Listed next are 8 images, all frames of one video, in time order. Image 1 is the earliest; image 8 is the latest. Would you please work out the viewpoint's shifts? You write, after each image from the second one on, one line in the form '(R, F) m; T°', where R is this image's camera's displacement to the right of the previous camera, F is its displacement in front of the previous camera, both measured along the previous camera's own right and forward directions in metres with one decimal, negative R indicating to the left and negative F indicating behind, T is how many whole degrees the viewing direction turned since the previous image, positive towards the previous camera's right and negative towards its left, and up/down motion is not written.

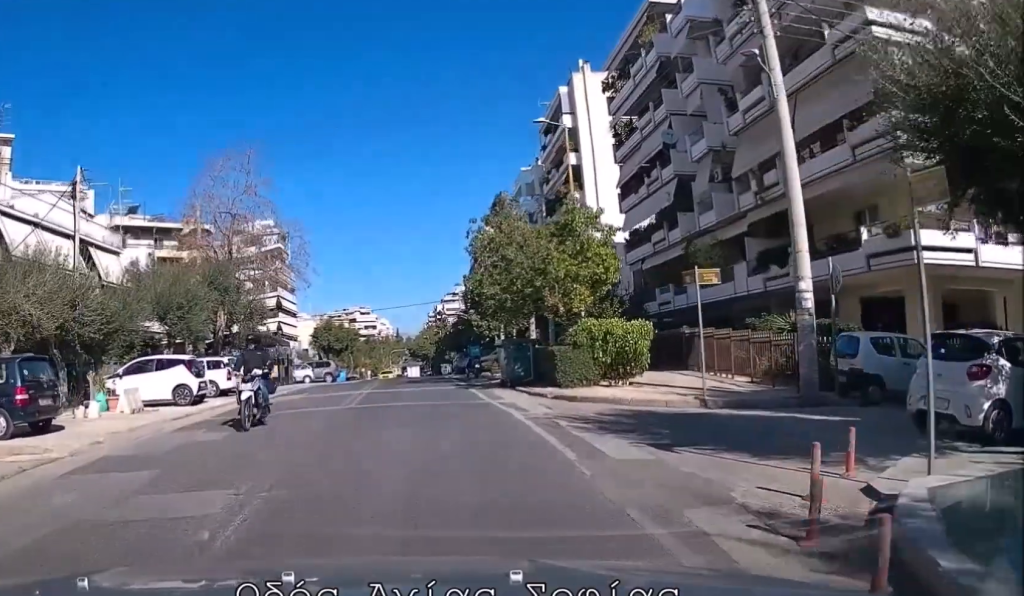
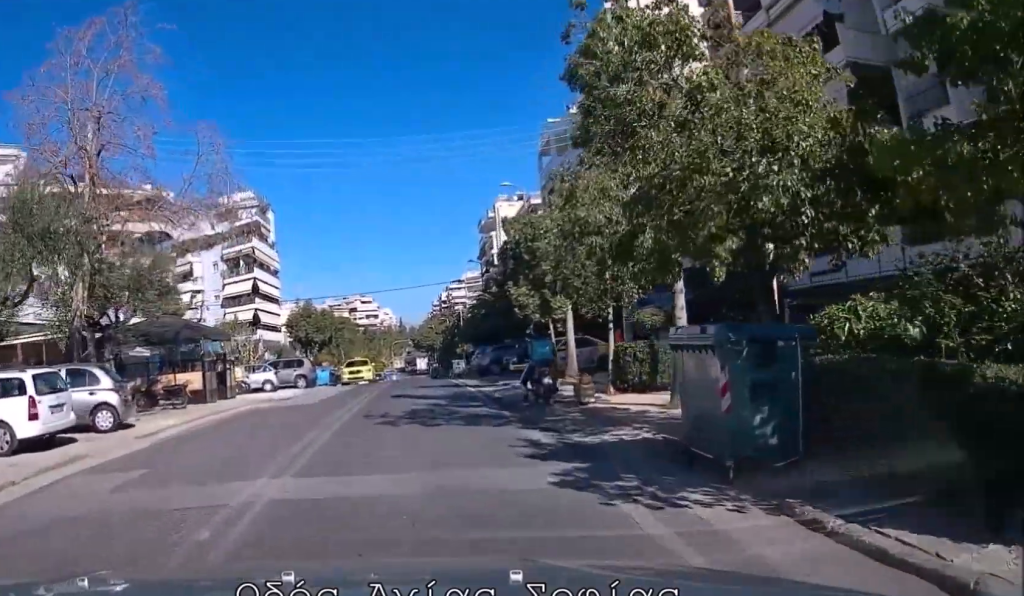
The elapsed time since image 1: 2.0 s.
(-0.2, +14.5) m; -2°
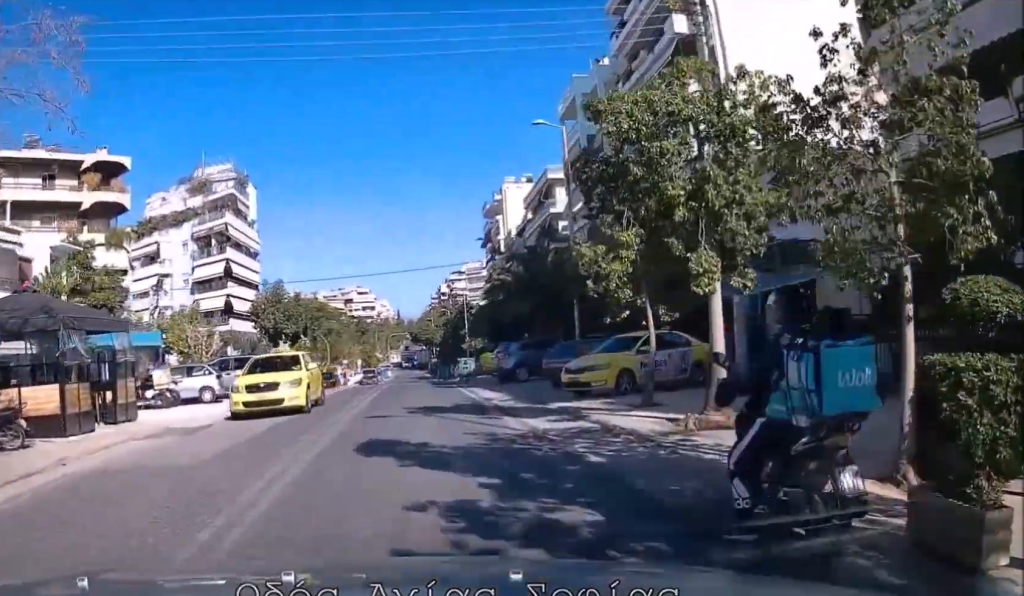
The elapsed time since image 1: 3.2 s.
(-0.1, +10.2) m; 0°
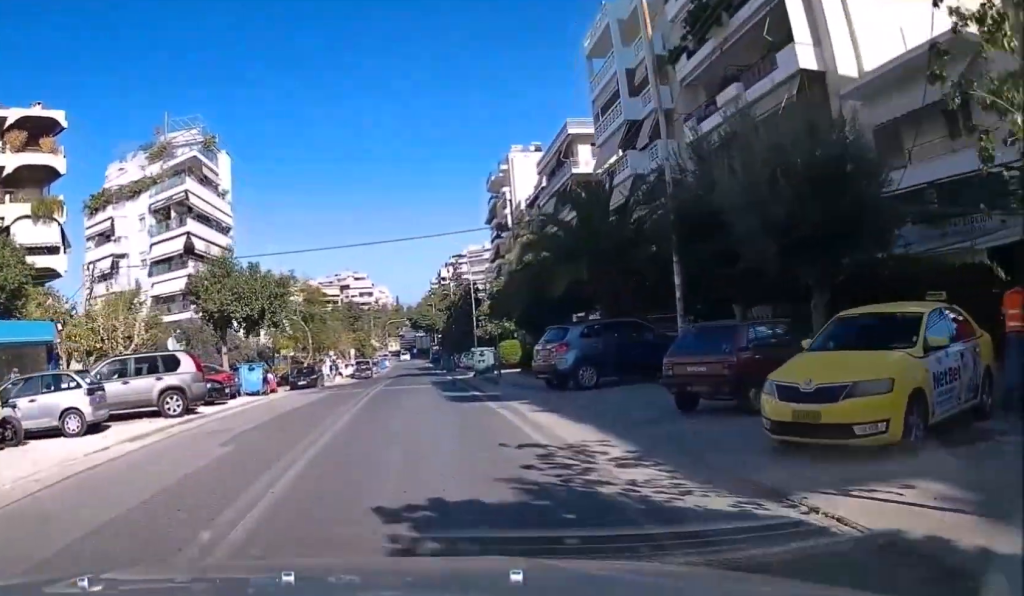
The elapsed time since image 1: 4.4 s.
(-0.1, +10.8) m; 0°
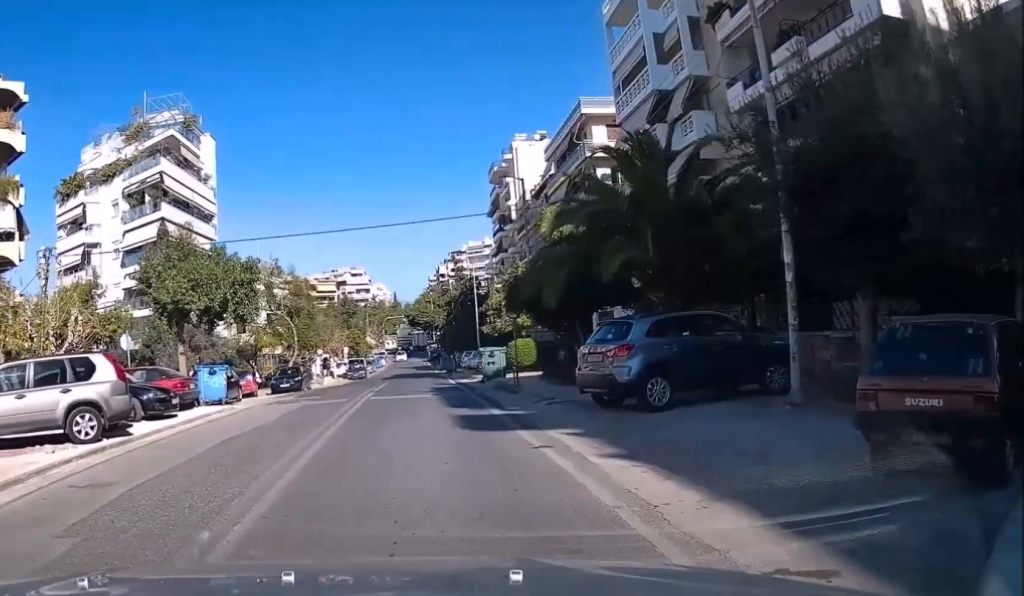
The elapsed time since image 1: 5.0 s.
(0.0, +5.2) m; +1°
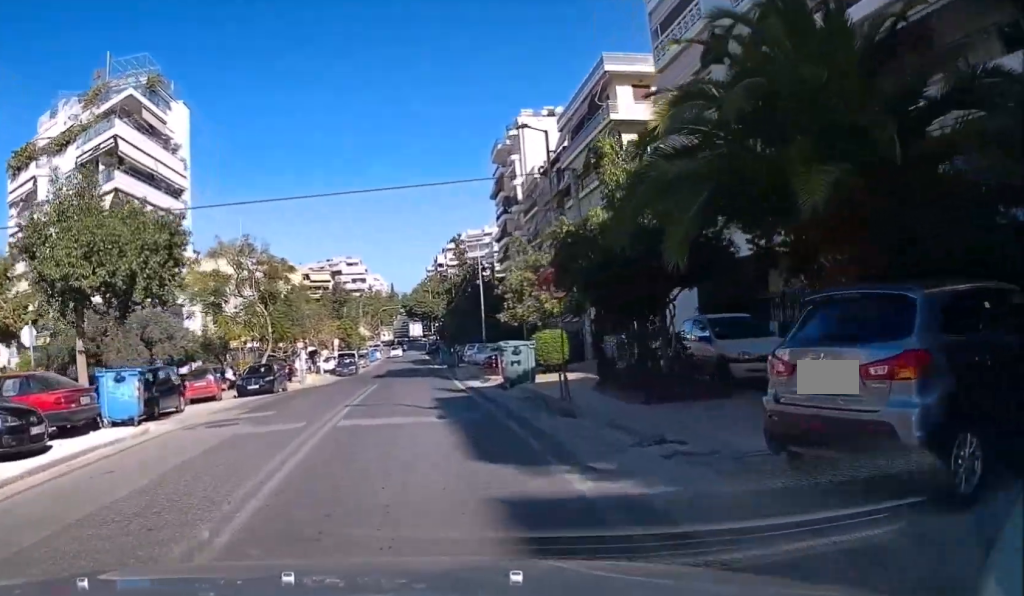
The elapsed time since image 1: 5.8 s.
(+0.1, +7.2) m; +1°
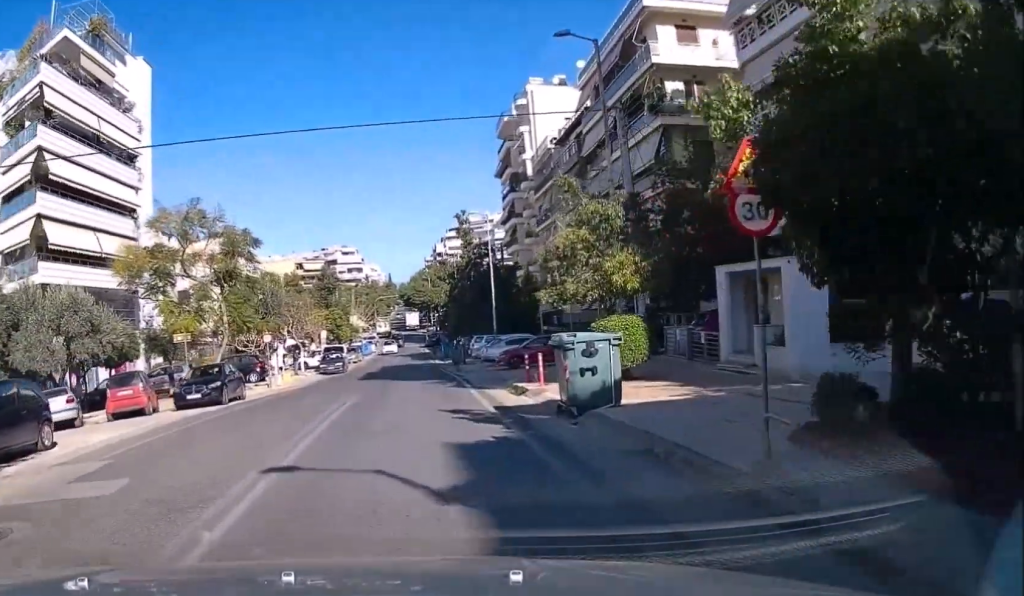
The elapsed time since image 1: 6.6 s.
(+0.1, +8.6) m; -1°
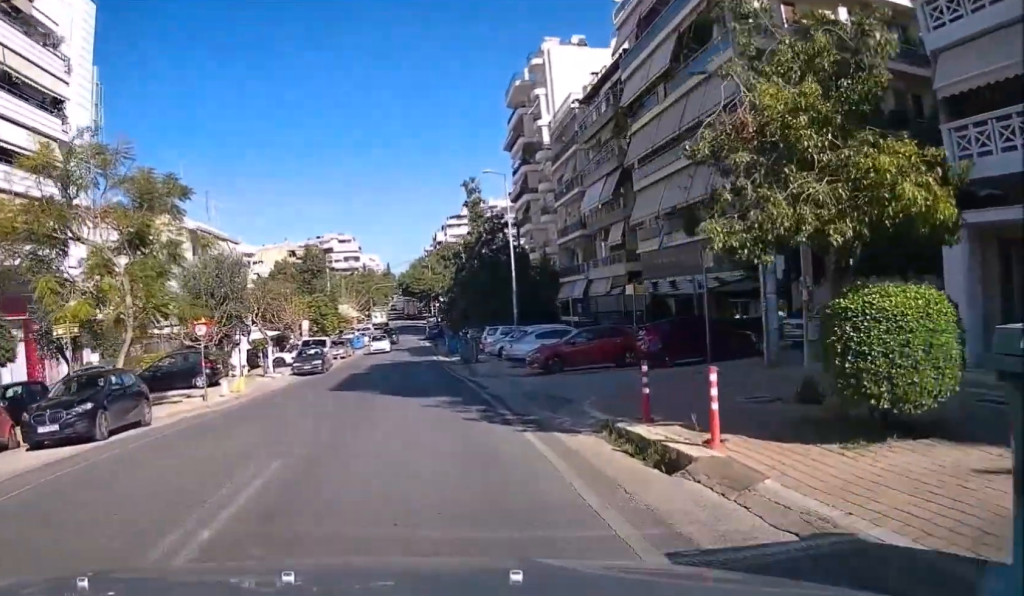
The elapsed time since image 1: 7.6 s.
(-0.4, +10.7) m; -1°
